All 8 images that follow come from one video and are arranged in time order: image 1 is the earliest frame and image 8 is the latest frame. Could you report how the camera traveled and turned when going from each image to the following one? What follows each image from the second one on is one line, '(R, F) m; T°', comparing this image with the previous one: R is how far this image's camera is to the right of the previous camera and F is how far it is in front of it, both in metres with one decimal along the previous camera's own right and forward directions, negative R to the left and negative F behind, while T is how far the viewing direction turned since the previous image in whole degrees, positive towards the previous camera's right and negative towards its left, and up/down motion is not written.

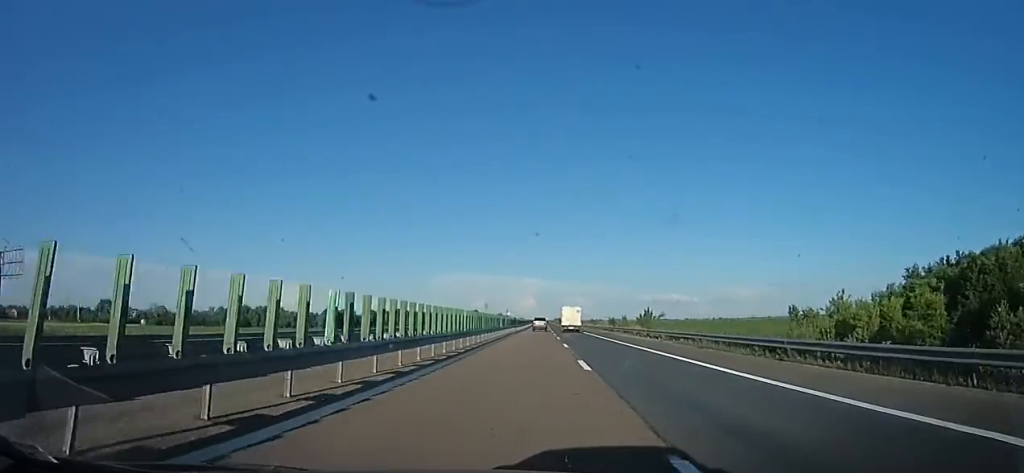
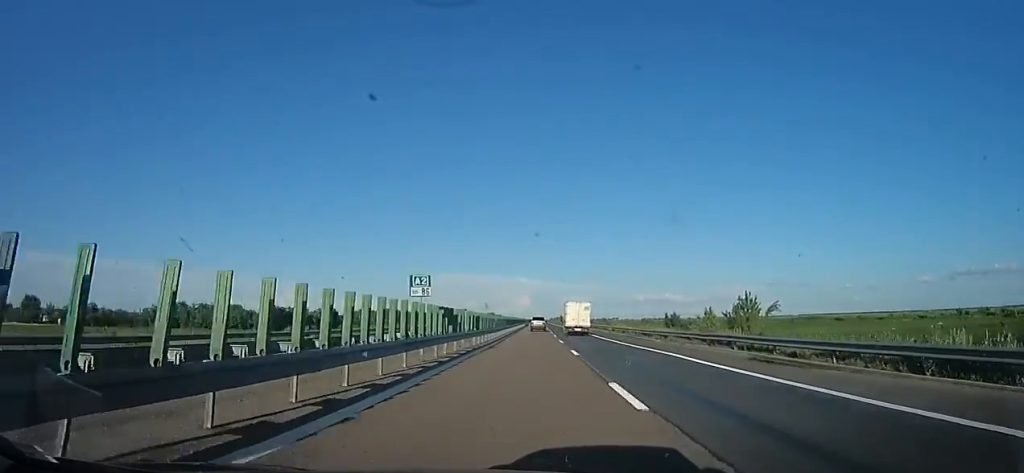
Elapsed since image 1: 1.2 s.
(+0.9, +42.2) m; +1°
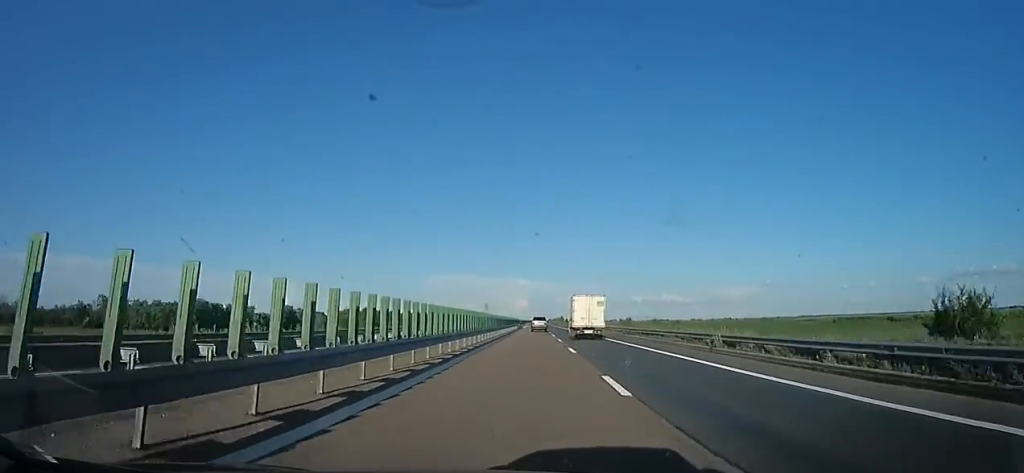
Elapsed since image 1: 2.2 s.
(0.0, +35.0) m; -2°
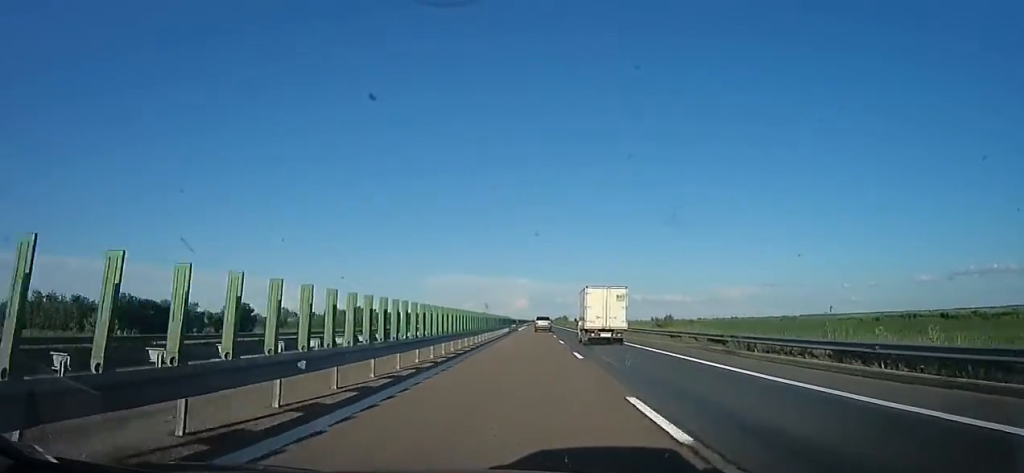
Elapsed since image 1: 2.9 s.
(-0.5, +27.3) m; -1°
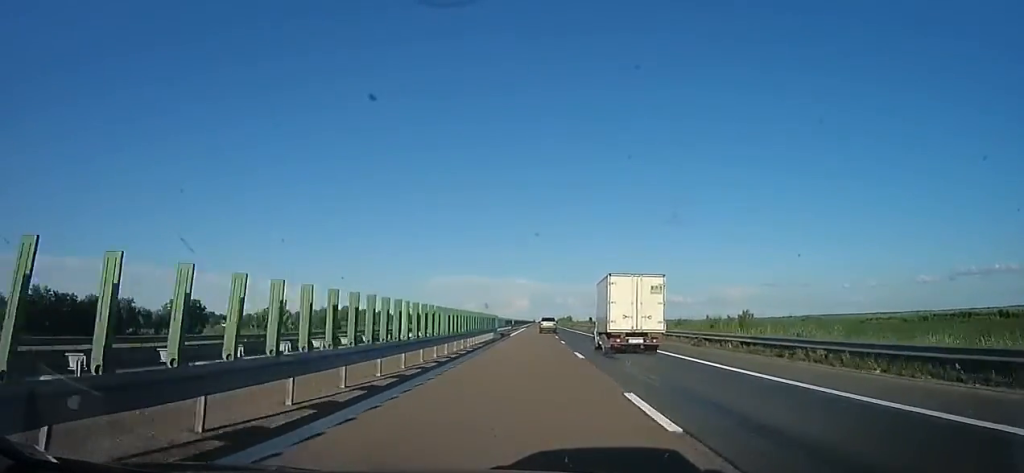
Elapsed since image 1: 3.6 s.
(-0.7, +23.7) m; 0°
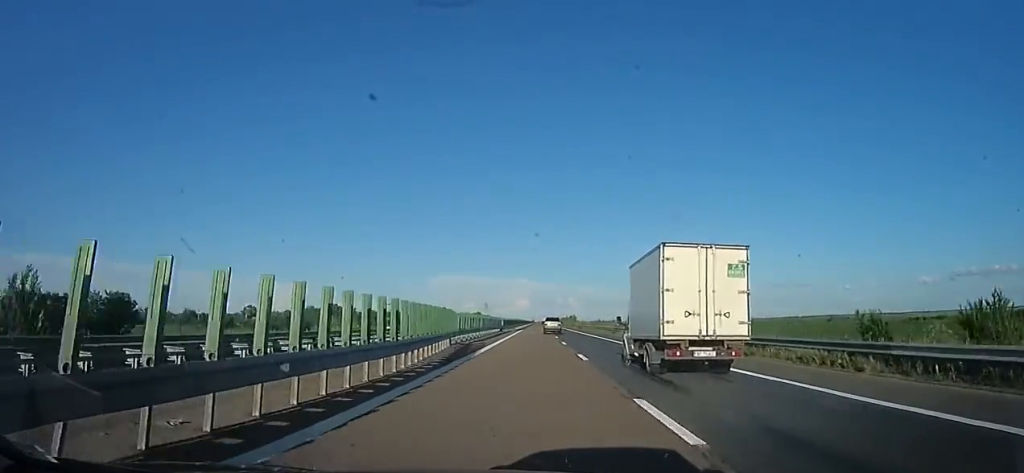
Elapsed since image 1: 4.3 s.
(+1.0, +24.9) m; +2°
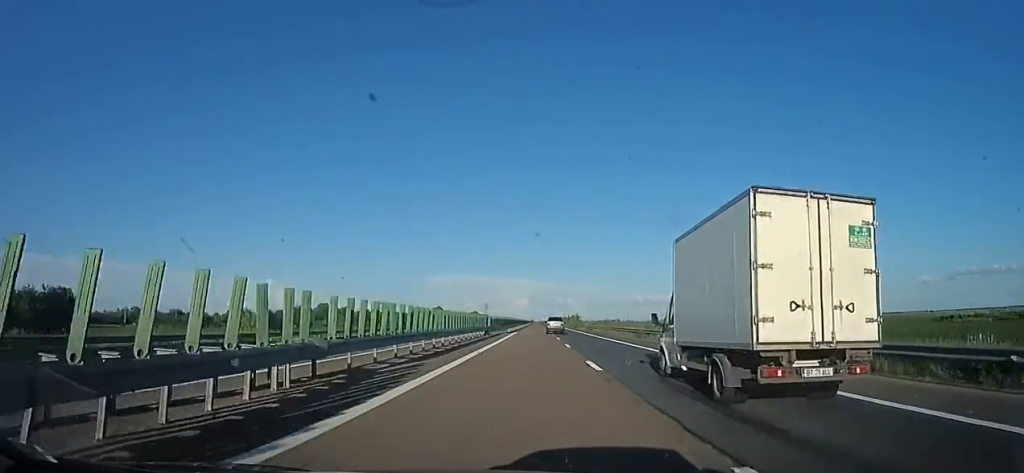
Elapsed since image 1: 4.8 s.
(+0.1, +16.0) m; +1°
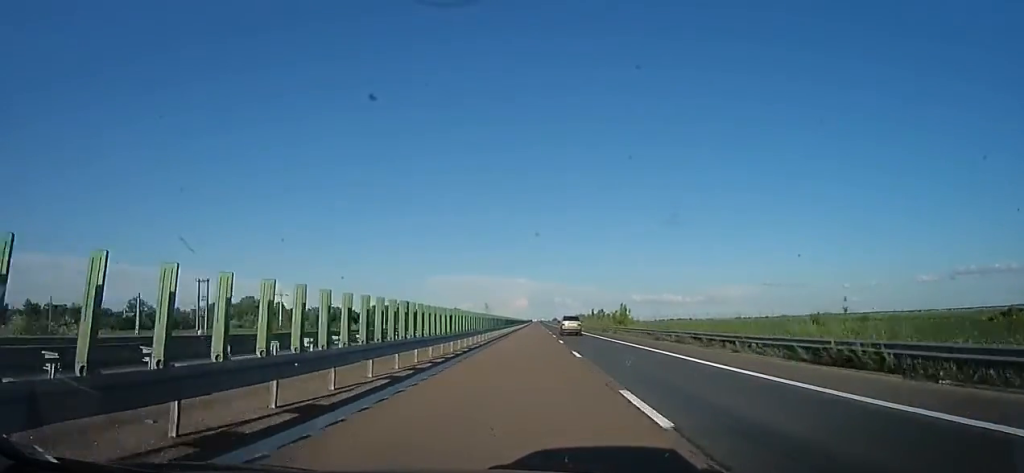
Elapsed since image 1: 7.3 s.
(+0.3, +91.2) m; 0°
